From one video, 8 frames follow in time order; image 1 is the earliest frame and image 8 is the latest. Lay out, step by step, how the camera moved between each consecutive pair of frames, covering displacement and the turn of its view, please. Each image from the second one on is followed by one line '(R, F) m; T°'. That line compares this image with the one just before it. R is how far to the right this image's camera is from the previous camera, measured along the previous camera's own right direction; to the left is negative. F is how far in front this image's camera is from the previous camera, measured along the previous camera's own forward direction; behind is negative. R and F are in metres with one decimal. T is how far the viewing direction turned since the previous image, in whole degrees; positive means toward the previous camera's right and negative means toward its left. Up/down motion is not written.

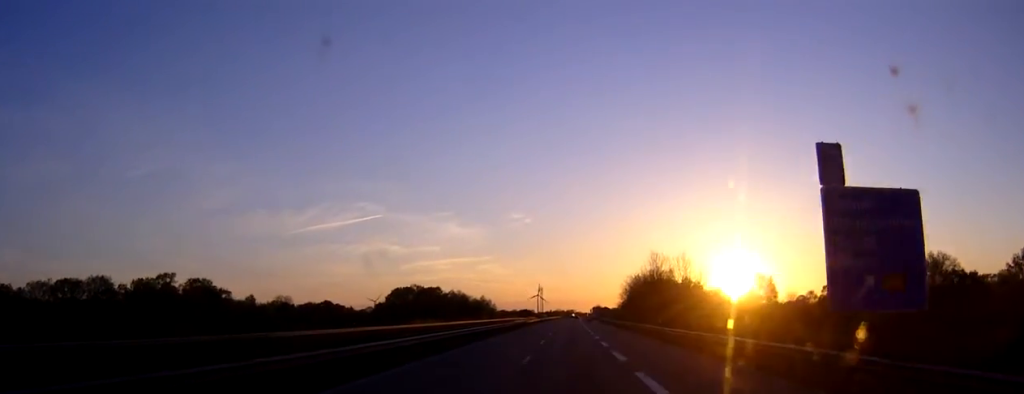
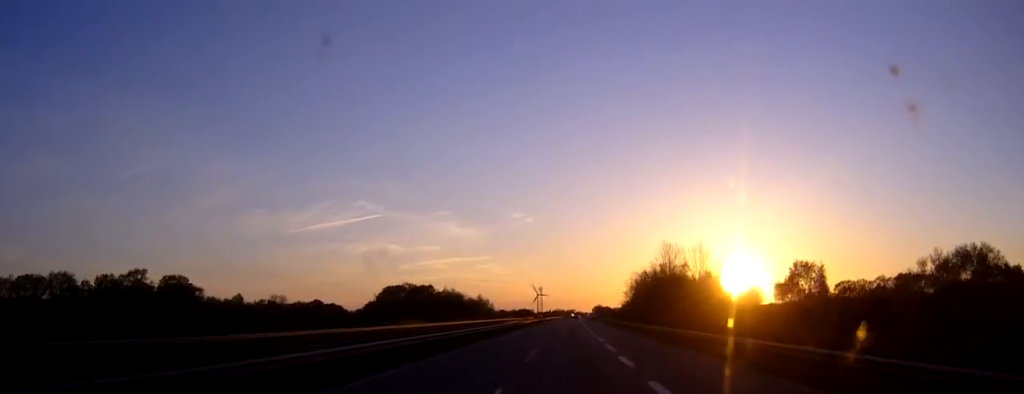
(0.0, +14.6) m; 0°
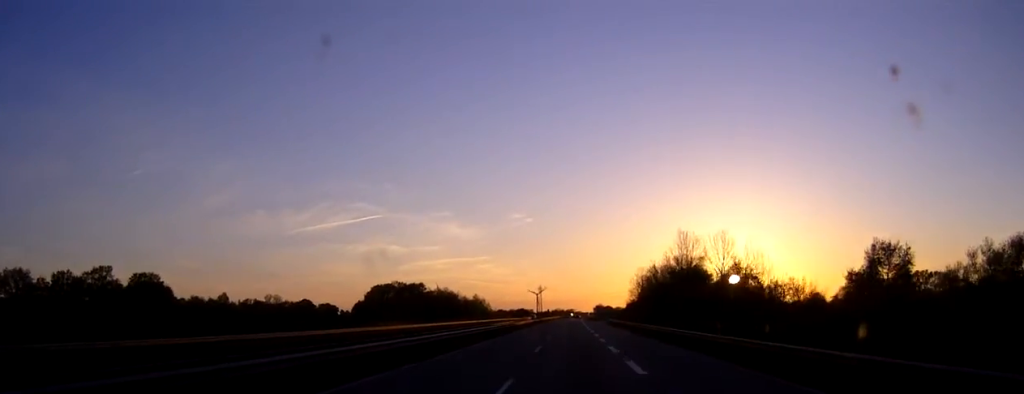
(0.0, +15.5) m; 0°
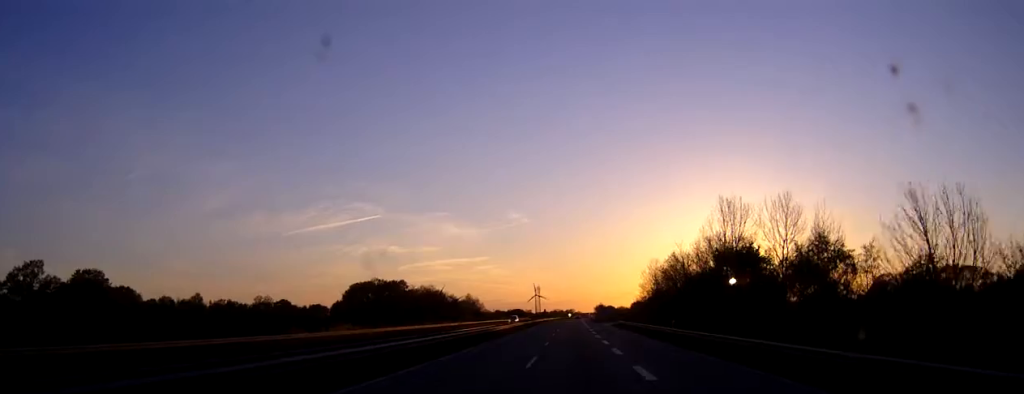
(+0.1, +25.5) m; 0°
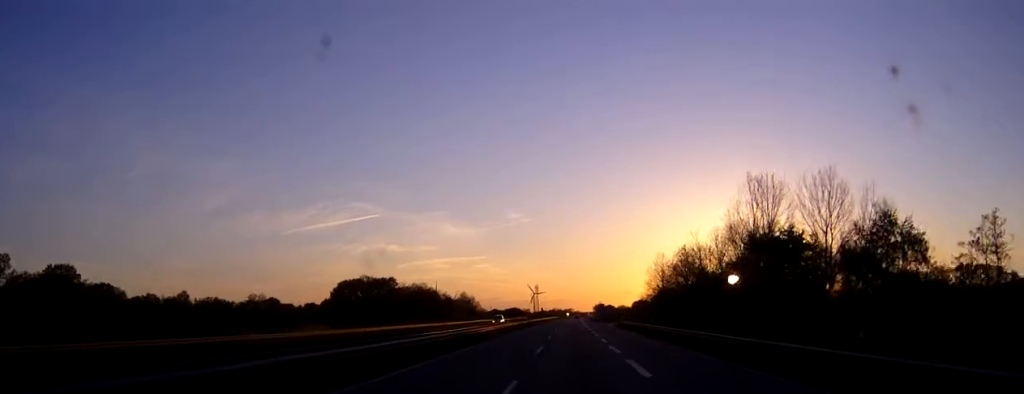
(0.0, +10.9) m; 0°
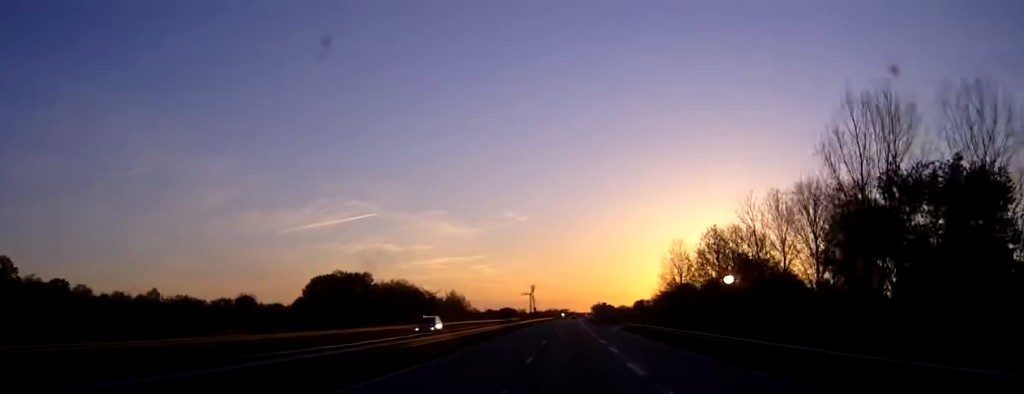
(0.0, +21.9) m; 0°
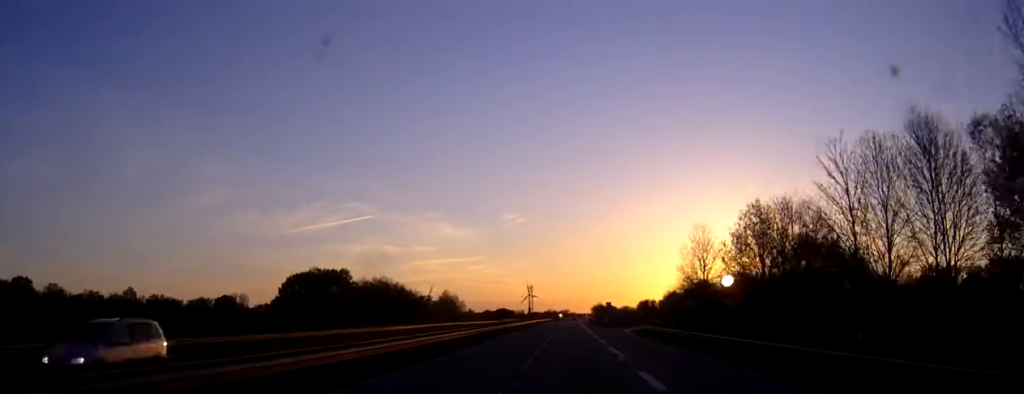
(0.0, +17.3) m; 0°
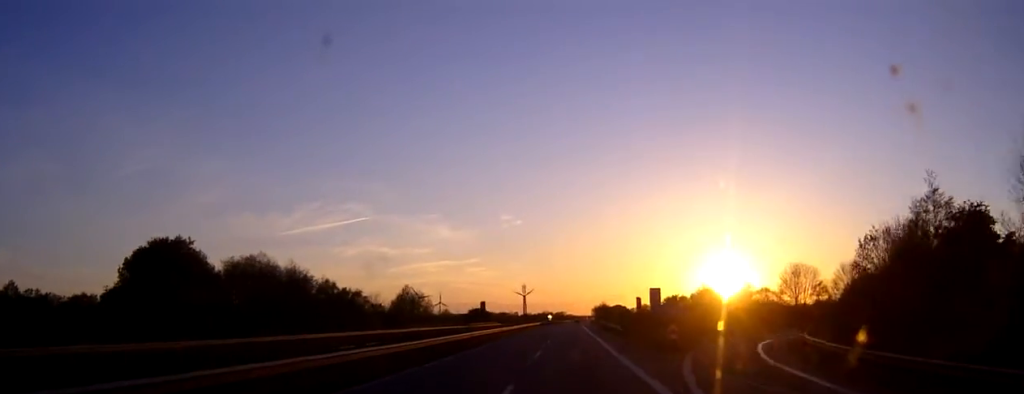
(+0.2, +69.3) m; 0°
